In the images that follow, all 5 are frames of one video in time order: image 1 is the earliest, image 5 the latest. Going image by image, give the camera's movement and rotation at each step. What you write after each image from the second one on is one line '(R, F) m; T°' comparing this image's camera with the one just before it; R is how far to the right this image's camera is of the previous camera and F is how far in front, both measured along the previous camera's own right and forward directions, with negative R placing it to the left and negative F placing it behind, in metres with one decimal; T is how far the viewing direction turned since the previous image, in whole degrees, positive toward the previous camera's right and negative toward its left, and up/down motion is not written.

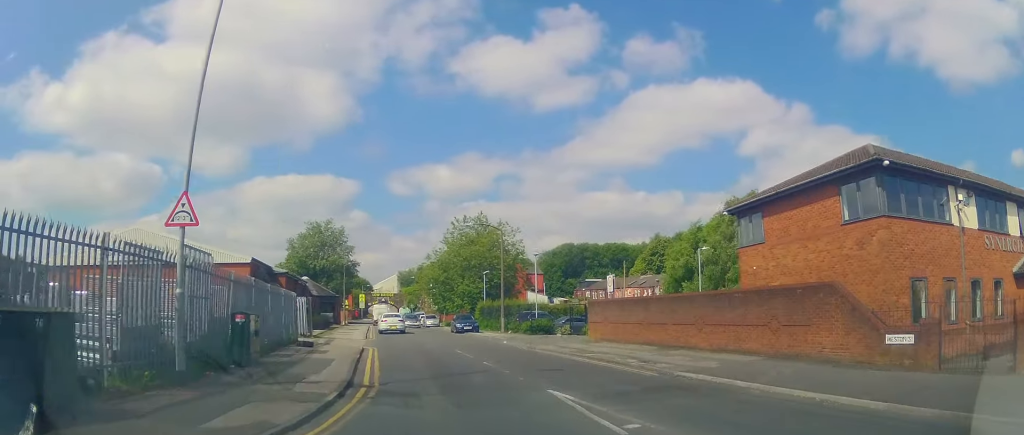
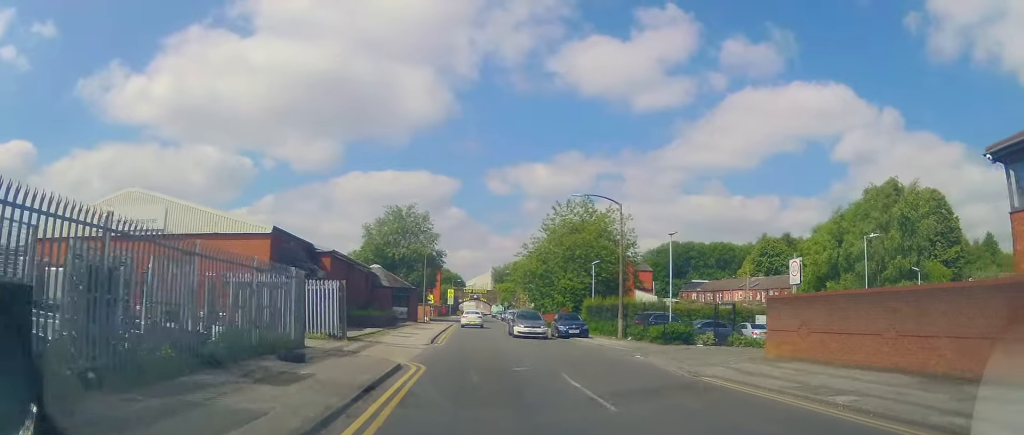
(-0.8, +9.8) m; -9°
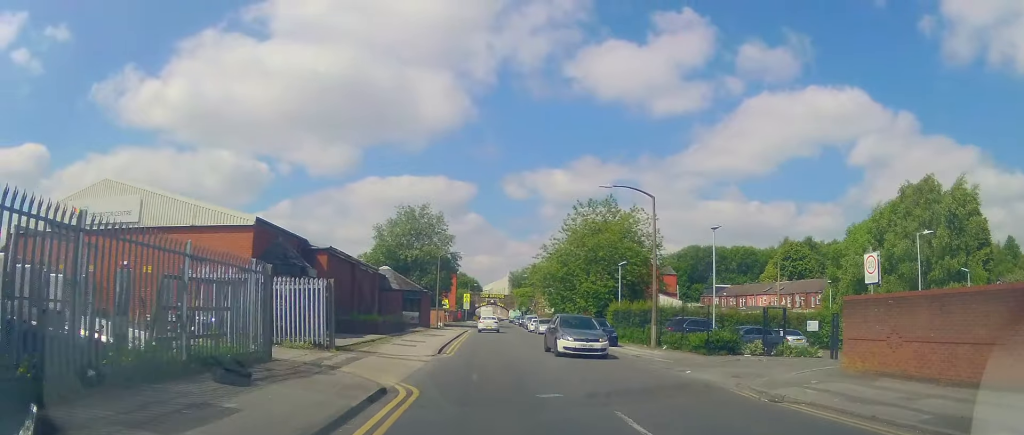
(-0.1, +3.5) m; -2°
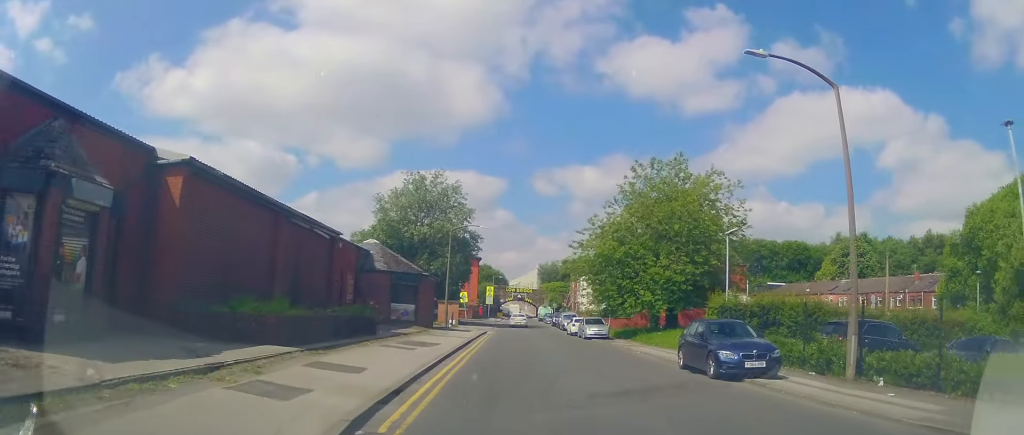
(-0.2, +14.8) m; 0°
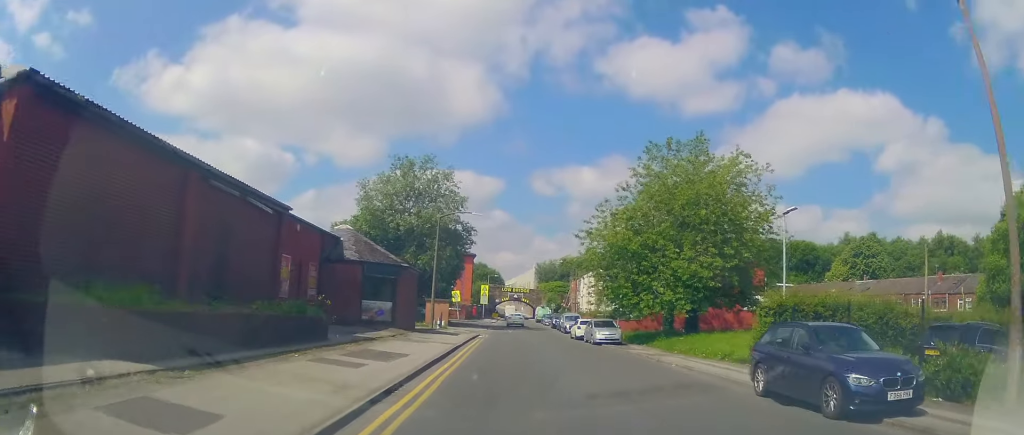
(+0.2, +5.4) m; 0°
